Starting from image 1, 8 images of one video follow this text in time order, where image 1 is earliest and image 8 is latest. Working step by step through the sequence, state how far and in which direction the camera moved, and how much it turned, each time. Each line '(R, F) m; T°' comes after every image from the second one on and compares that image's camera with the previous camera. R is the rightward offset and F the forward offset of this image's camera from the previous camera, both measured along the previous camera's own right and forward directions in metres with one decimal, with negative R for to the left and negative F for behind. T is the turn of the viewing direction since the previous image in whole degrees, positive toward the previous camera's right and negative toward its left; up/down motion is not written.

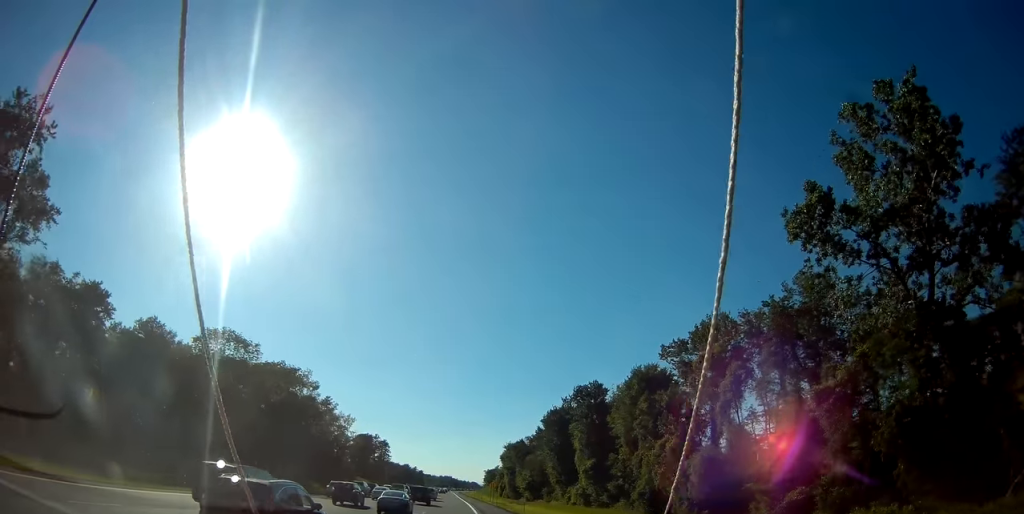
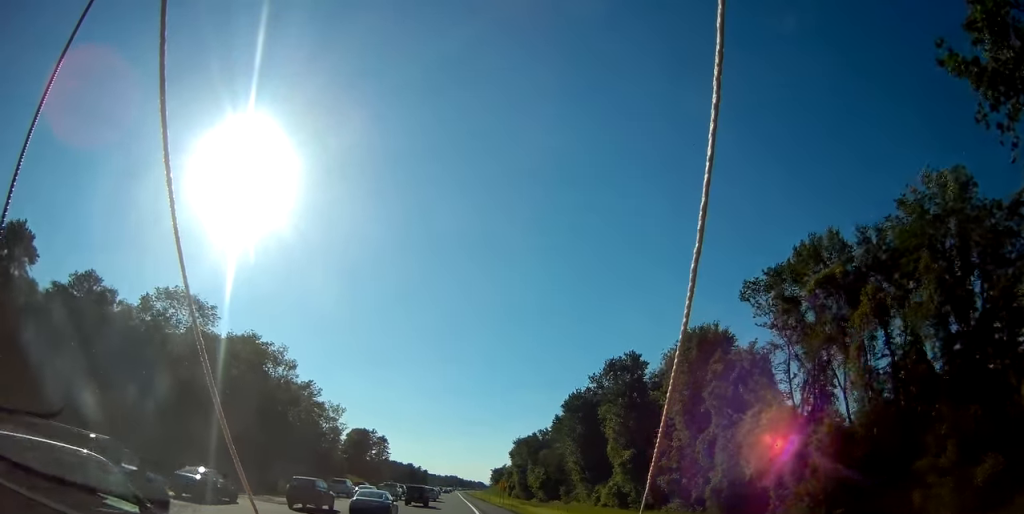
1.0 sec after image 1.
(-0.2, +18.0) m; -1°
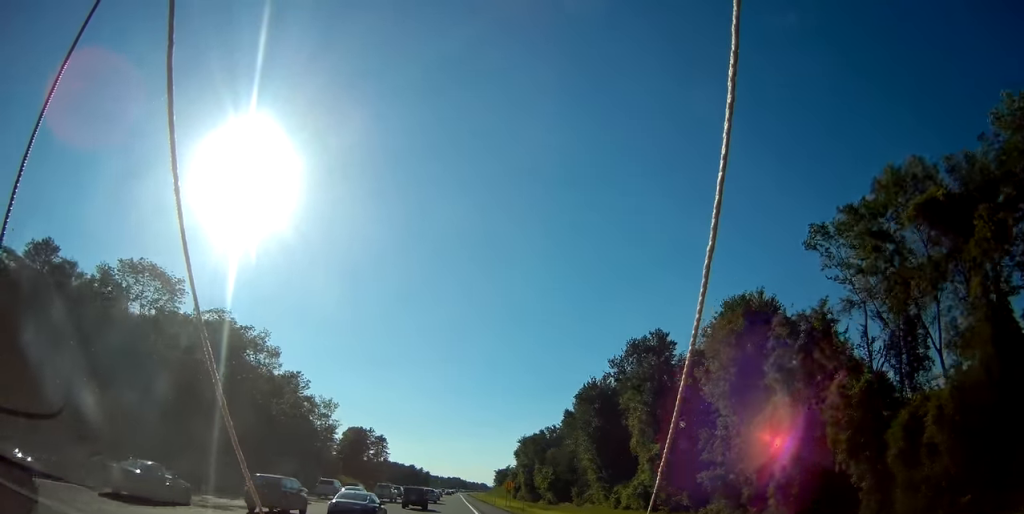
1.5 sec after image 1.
(-0.1, +9.5) m; 0°
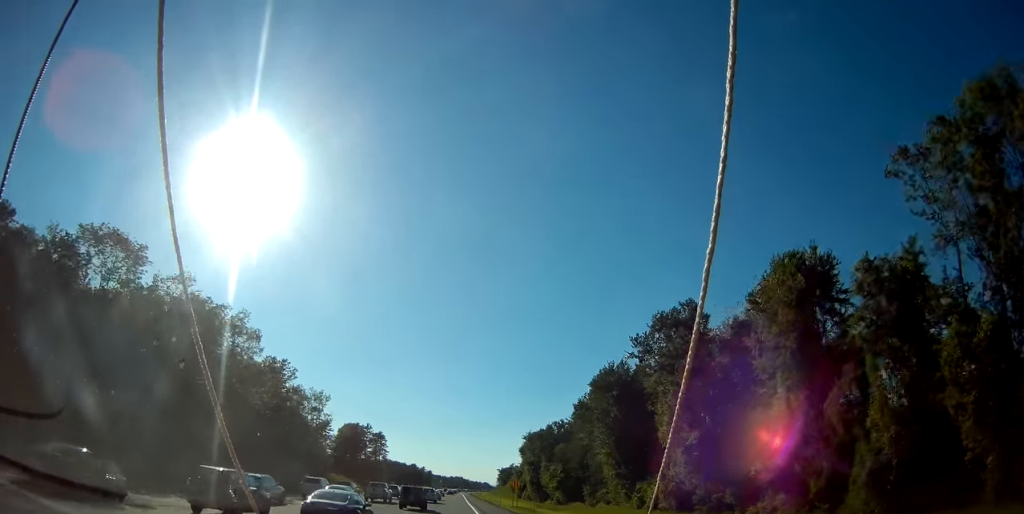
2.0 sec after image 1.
(0.0, +8.7) m; 0°
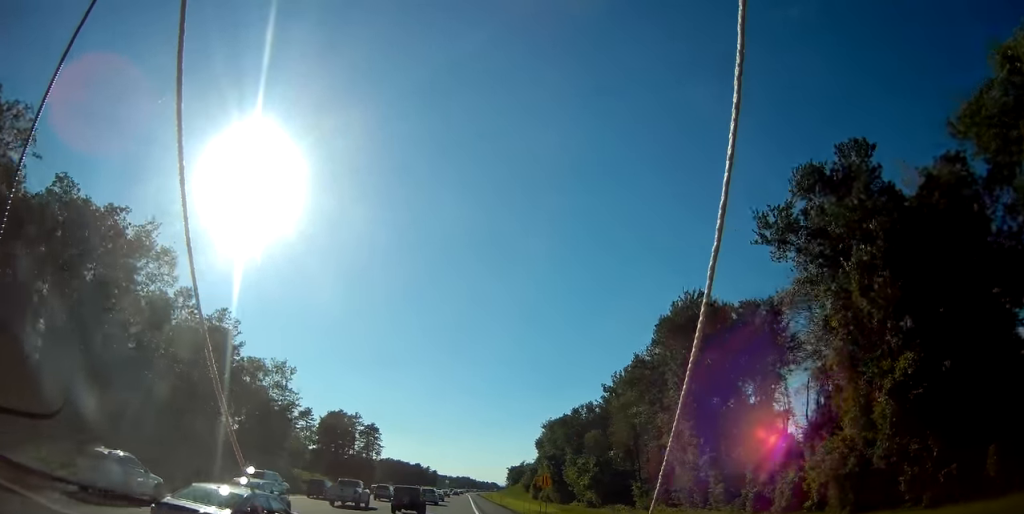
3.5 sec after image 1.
(0.0, +25.3) m; -1°
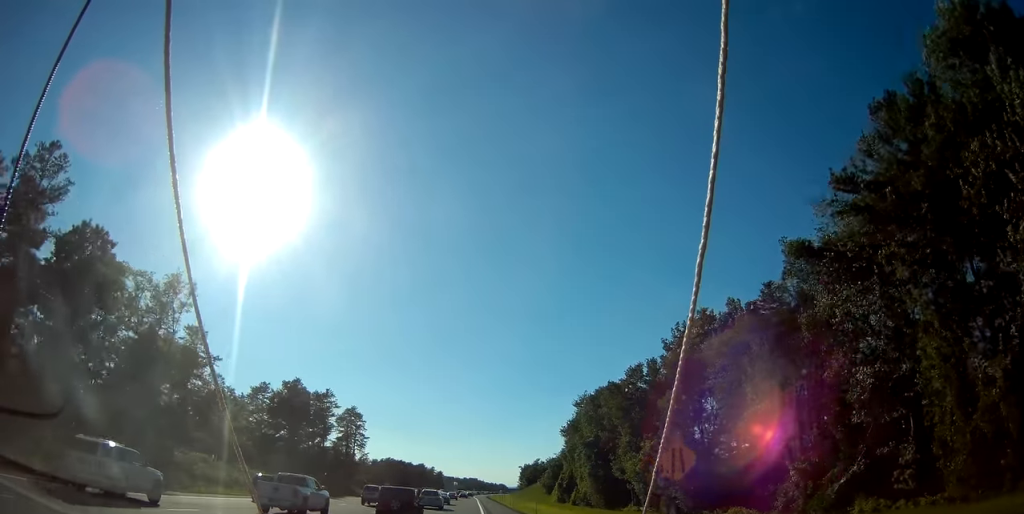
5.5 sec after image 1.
(-0.4, +34.8) m; 0°
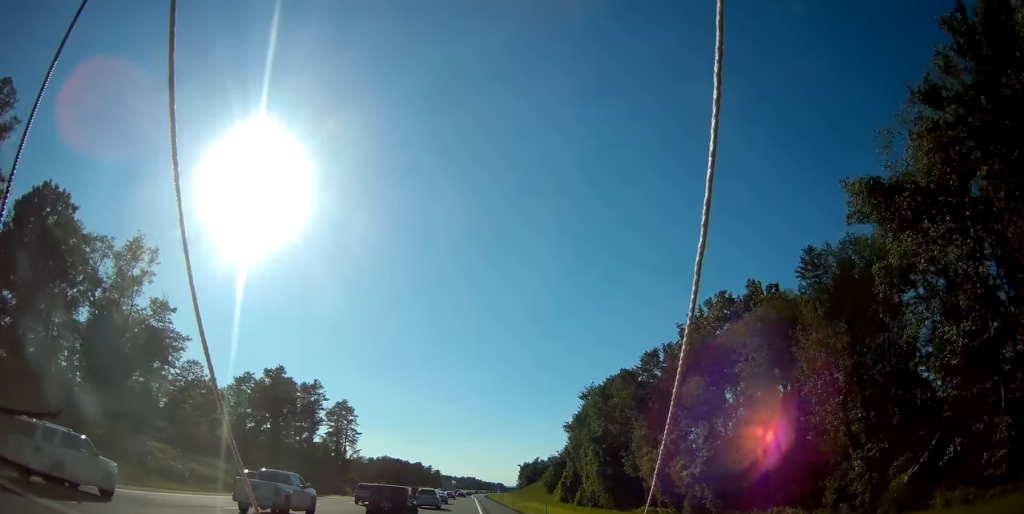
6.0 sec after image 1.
(+0.1, +7.2) m; 0°
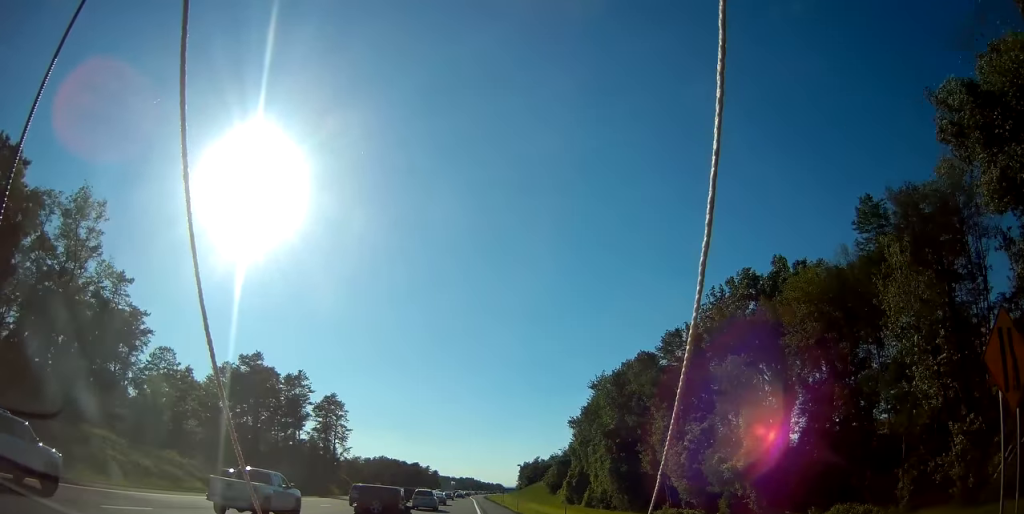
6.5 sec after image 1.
(+0.2, +8.2) m; 0°
